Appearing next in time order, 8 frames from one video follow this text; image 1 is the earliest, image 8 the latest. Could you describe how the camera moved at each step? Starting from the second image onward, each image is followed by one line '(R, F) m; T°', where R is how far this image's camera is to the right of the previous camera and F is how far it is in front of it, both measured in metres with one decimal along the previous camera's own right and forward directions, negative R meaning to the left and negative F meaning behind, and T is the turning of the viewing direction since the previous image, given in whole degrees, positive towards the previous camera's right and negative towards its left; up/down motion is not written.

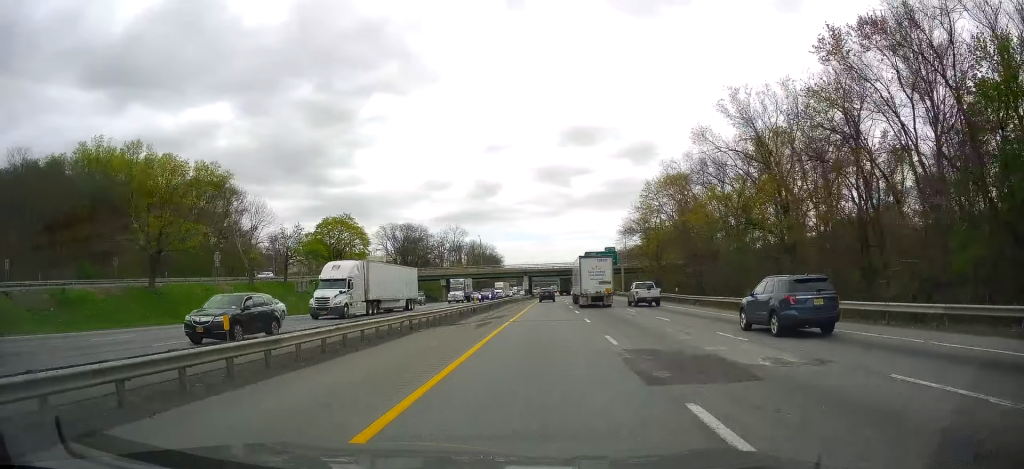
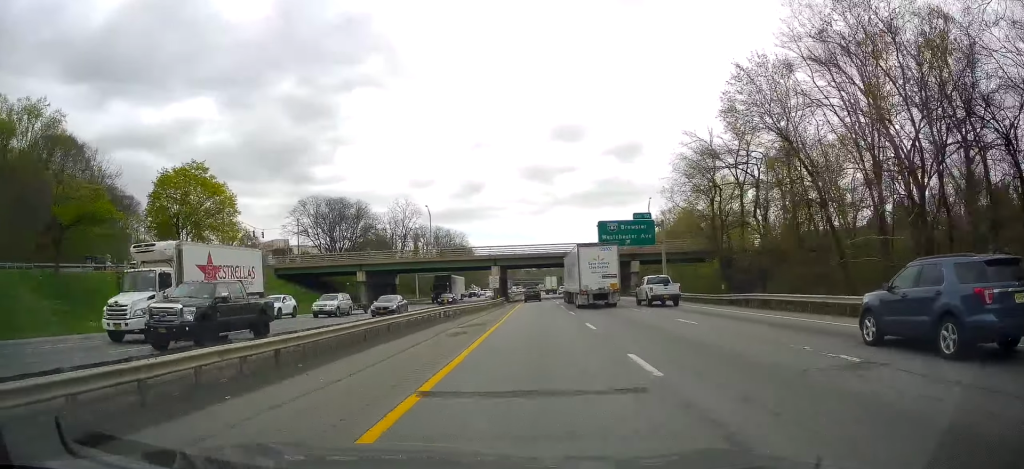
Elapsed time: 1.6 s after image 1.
(+0.6, +50.5) m; +2°
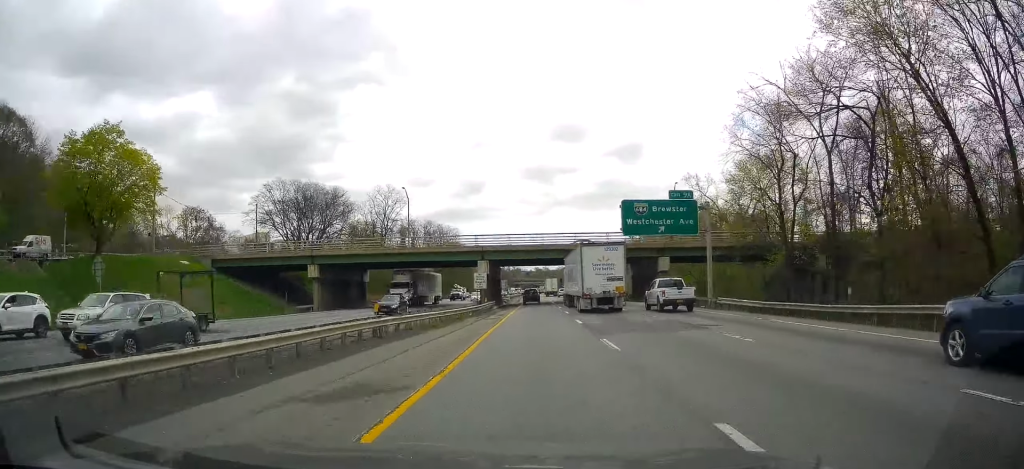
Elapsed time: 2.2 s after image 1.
(+0.3, +17.6) m; 0°
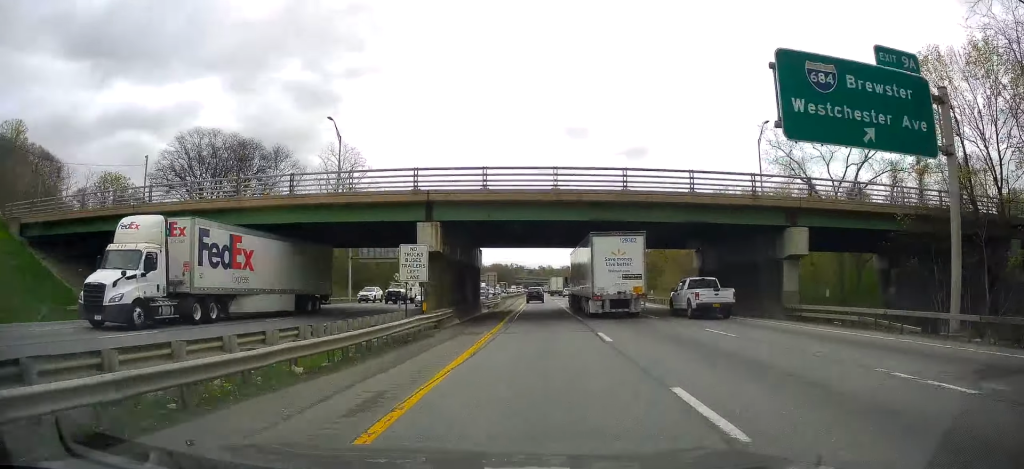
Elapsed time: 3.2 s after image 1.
(0.0, +31.1) m; 0°
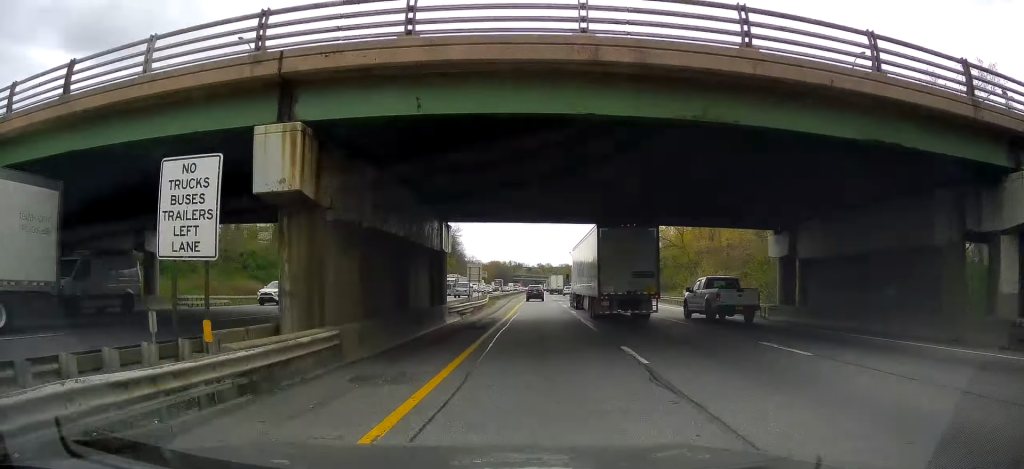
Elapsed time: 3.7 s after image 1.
(0.0, +16.5) m; 0°
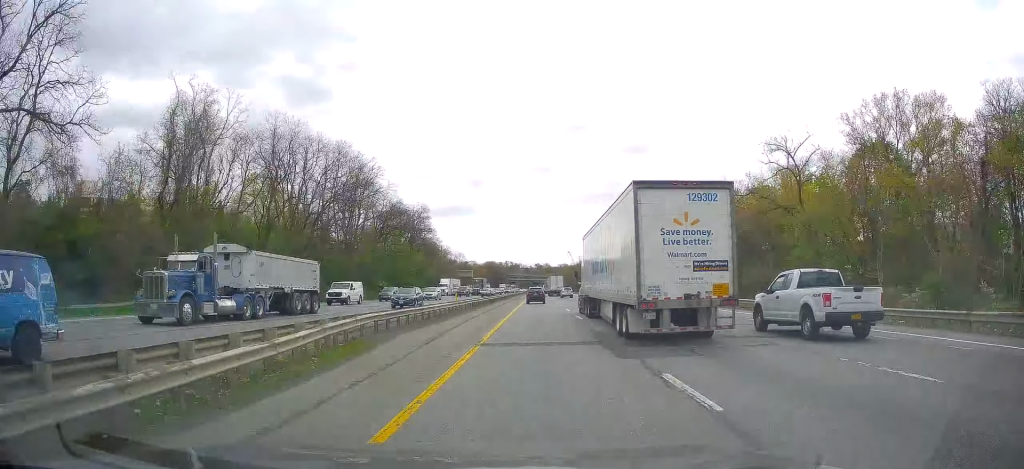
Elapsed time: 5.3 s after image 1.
(+0.2, +49.1) m; +1°
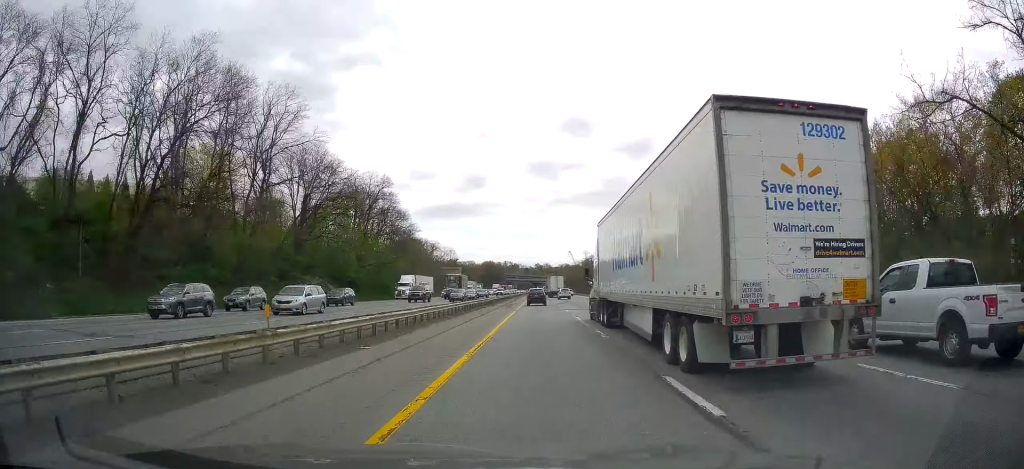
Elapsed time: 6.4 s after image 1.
(+0.3, +32.6) m; 0°
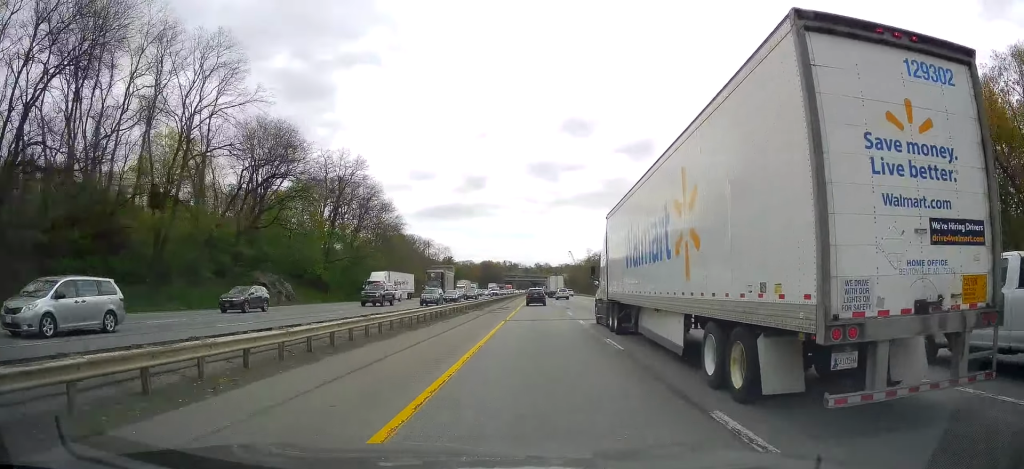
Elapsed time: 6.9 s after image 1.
(-0.1, +14.2) m; 0°
